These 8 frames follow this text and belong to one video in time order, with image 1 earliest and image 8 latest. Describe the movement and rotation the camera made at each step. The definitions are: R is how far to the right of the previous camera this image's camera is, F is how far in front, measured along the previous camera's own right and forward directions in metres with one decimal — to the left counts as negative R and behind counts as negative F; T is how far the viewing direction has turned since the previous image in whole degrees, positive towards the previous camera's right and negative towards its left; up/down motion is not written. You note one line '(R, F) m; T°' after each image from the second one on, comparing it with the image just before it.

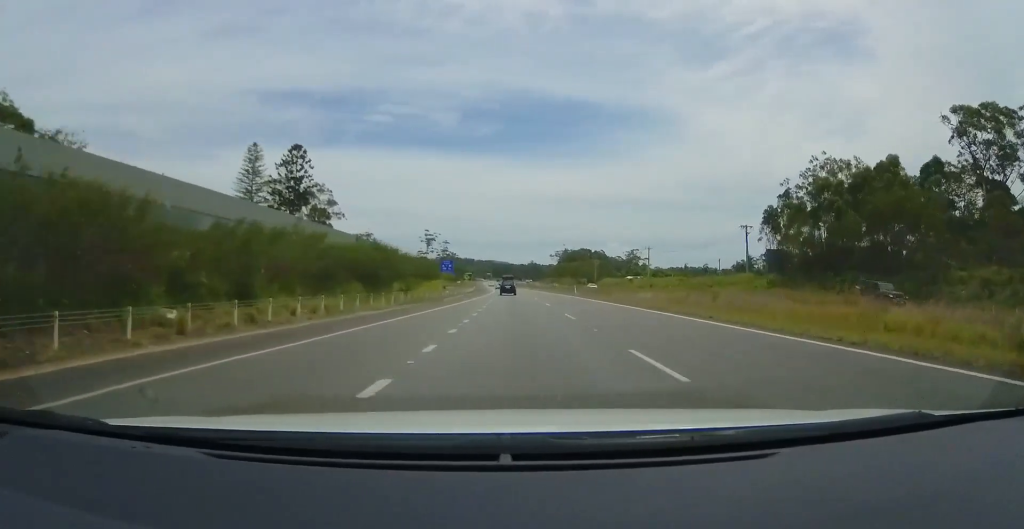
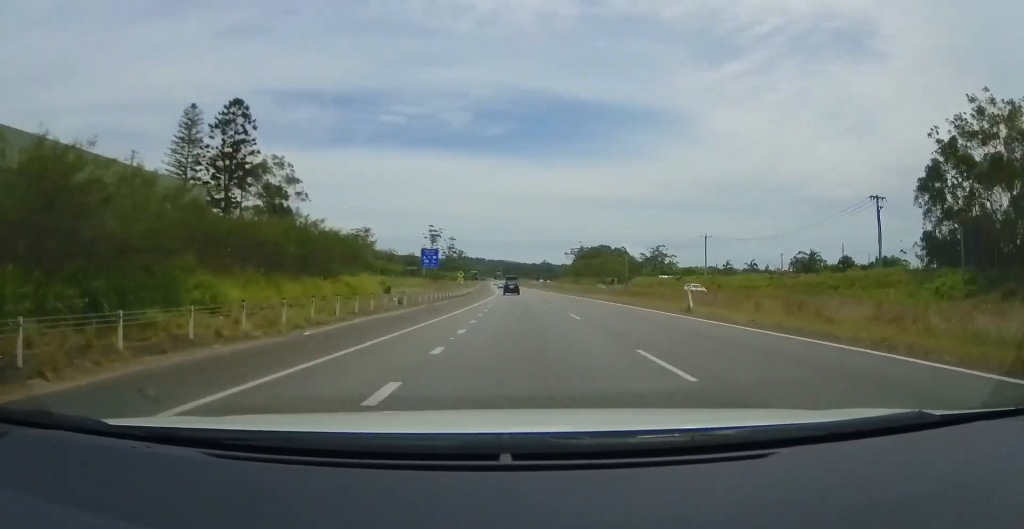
(-0.7, +35.7) m; -2°
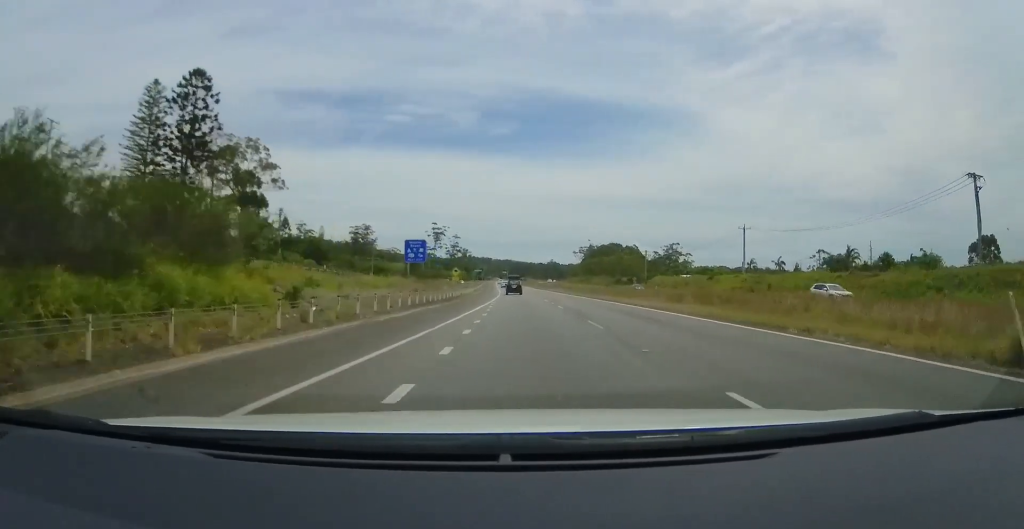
(-0.1, +15.5) m; -1°
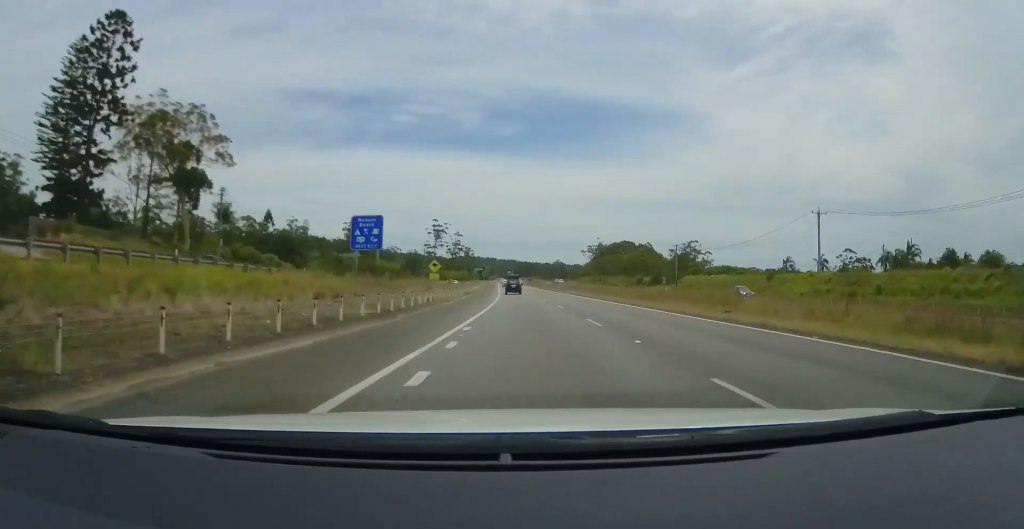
(-0.4, +22.6) m; -1°
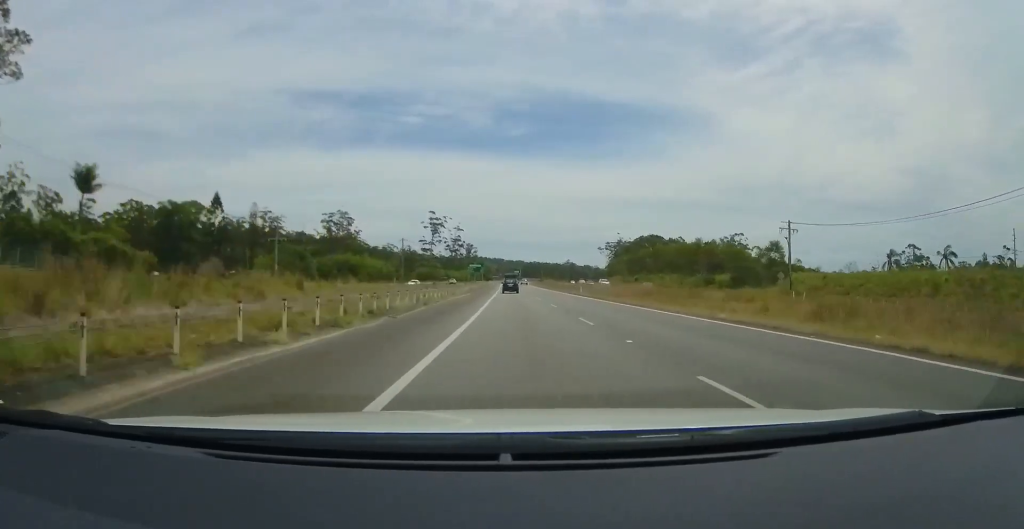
(-0.9, +47.7) m; -2°
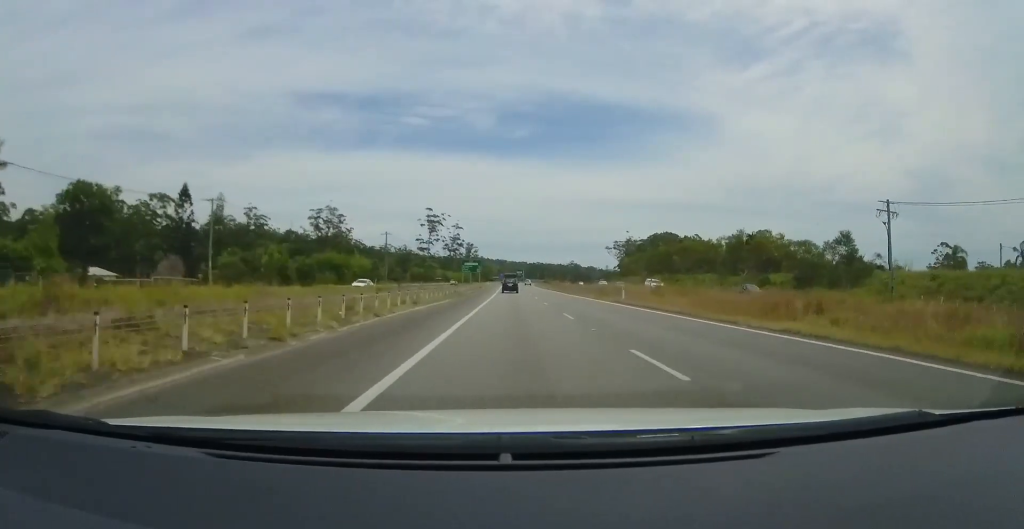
(-0.3, +21.4) m; 0°
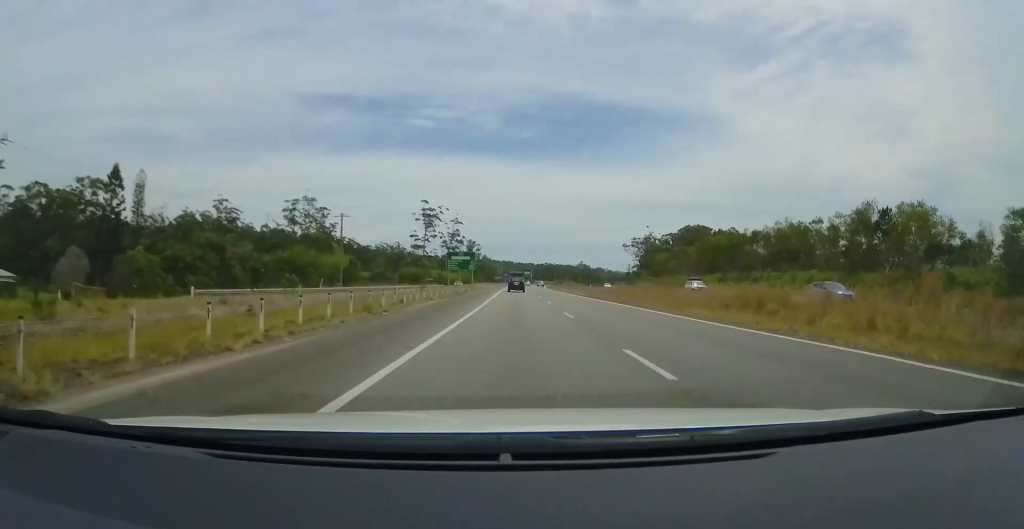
(+0.8, +35.7) m; +1°
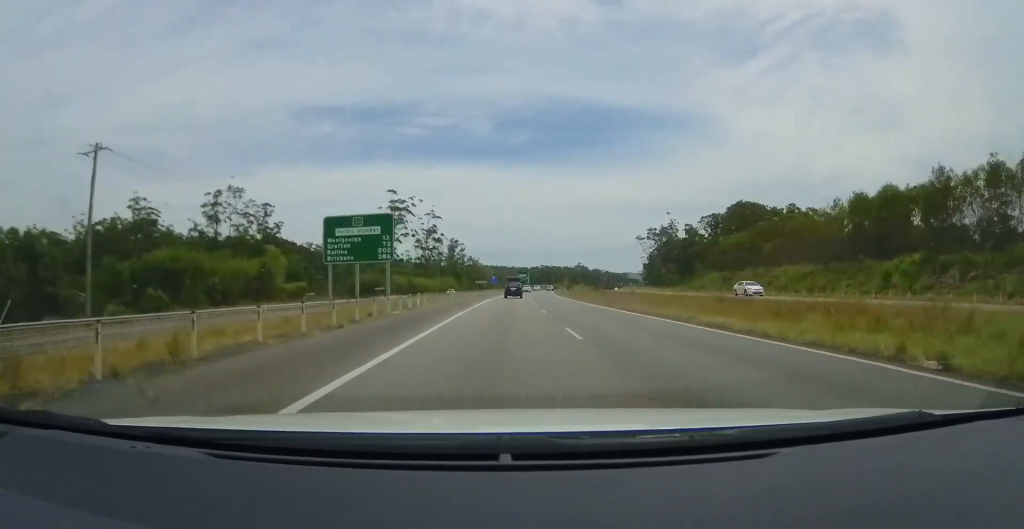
(-0.9, +53.4) m; -1°
